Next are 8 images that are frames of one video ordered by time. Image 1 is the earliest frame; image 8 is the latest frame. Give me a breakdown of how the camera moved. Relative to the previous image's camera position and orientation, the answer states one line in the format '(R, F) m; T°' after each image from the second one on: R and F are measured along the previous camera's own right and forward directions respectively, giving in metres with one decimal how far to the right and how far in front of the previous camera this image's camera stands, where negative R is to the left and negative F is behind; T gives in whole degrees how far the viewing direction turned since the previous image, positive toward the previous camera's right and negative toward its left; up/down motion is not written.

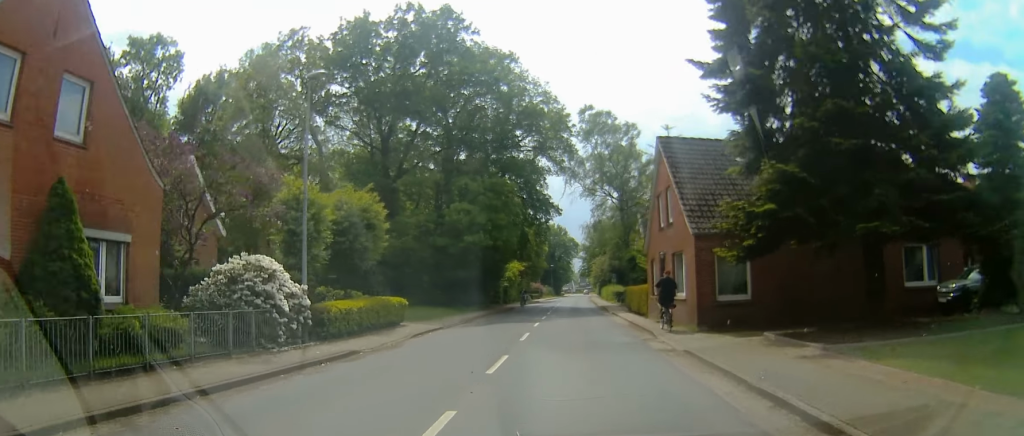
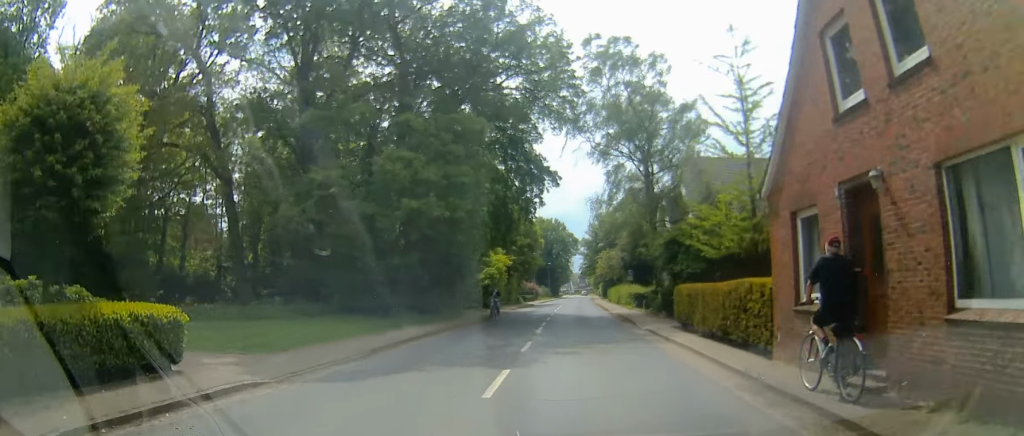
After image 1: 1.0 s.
(0.0, +17.4) m; +2°
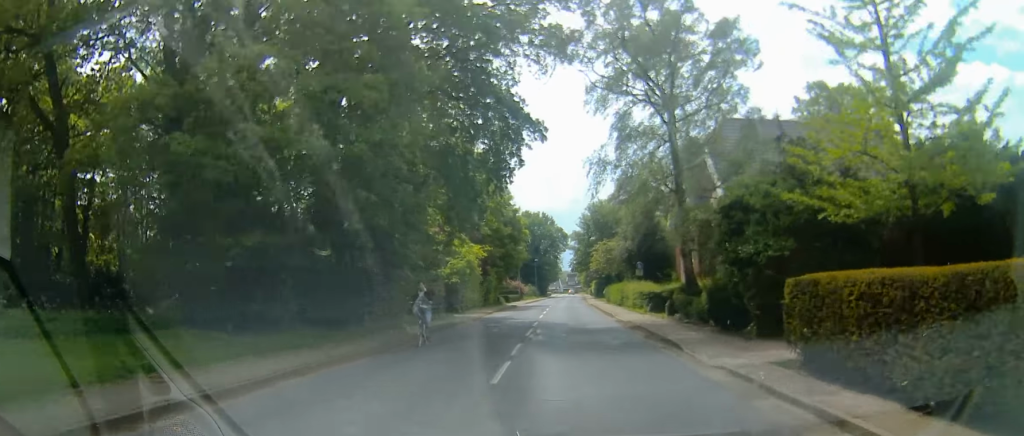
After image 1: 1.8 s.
(+0.3, +12.8) m; +1°
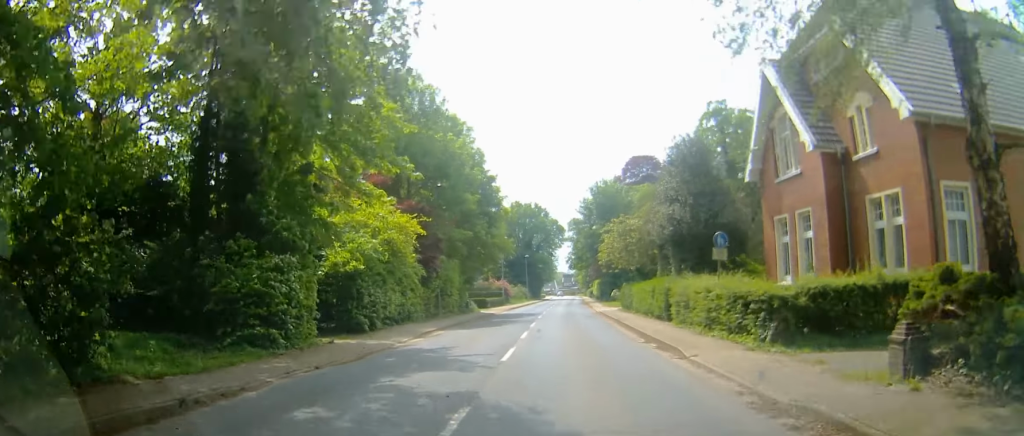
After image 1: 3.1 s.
(0.0, +22.1) m; 0°
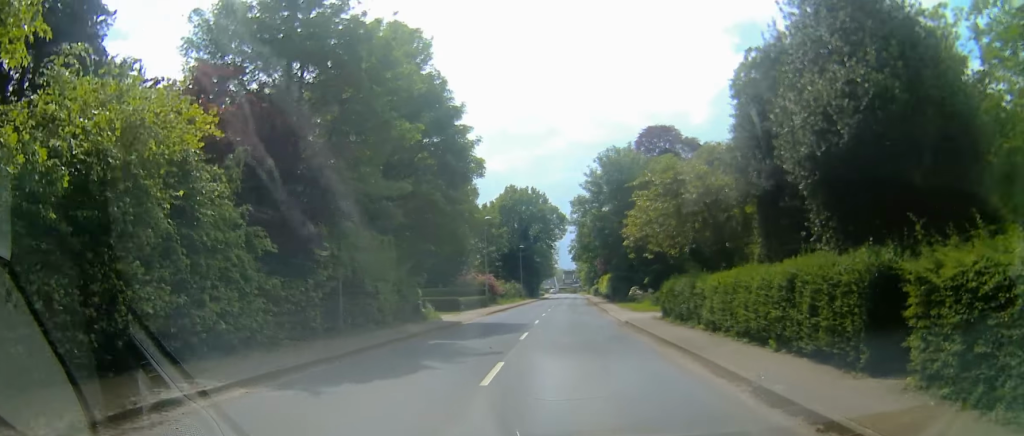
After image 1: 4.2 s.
(+0.3, +19.5) m; +1°
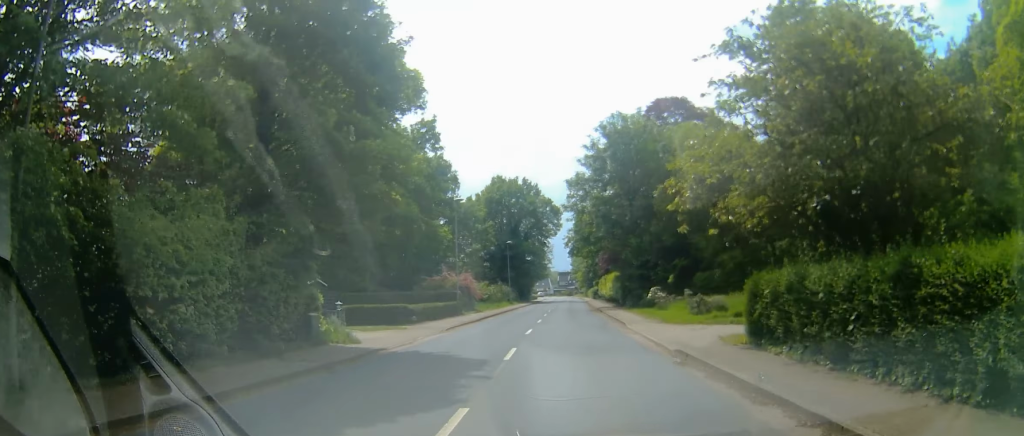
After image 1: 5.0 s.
(-0.1, +15.2) m; +1°
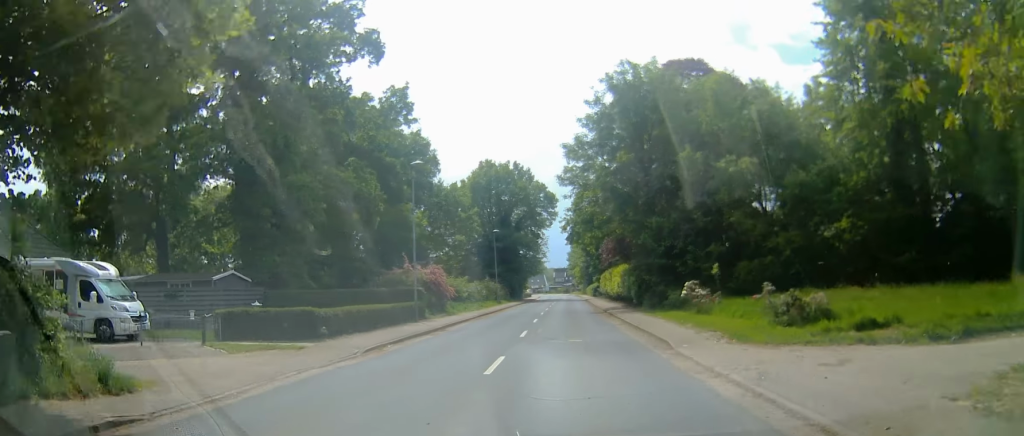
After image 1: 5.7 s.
(0.0, +11.9) m; +1°
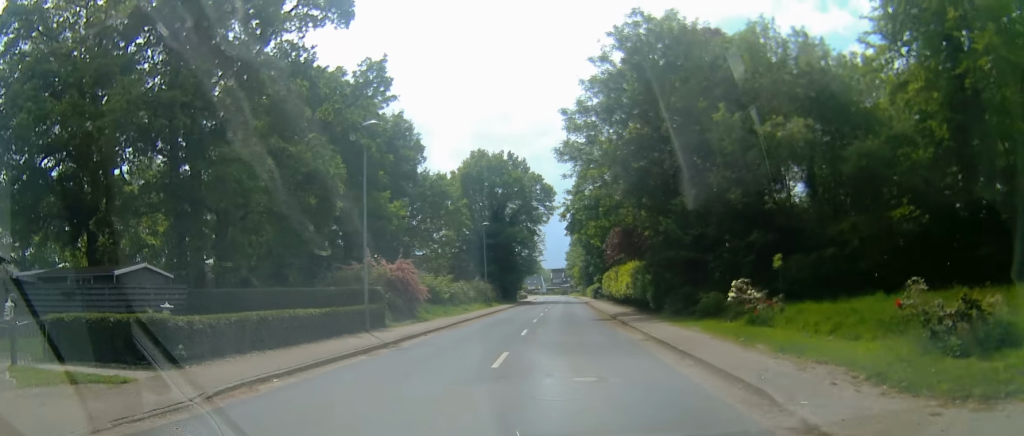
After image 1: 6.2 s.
(+0.1, +7.2) m; +1°
